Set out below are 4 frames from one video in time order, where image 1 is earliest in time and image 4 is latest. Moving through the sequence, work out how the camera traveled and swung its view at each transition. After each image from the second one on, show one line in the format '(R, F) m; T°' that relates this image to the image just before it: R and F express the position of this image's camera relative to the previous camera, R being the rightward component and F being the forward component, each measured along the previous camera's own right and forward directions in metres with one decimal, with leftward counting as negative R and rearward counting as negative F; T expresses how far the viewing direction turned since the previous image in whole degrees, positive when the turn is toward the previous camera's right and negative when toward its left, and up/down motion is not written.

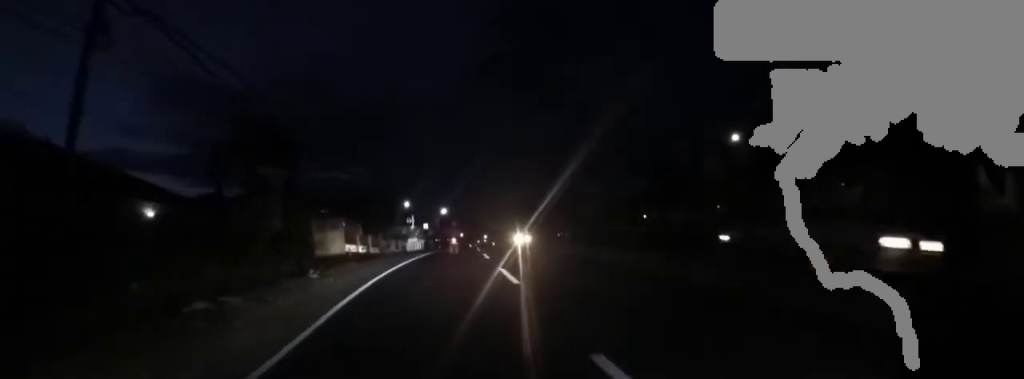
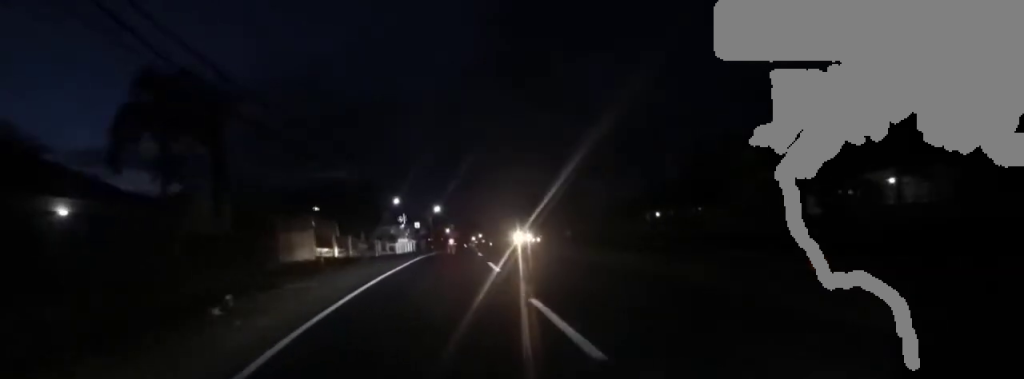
(+0.1, +4.9) m; -1°
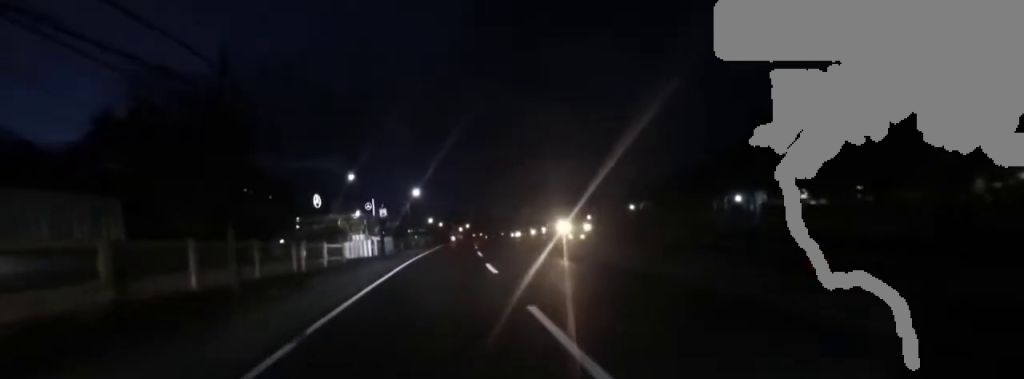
(-0.6, +16.6) m; 0°
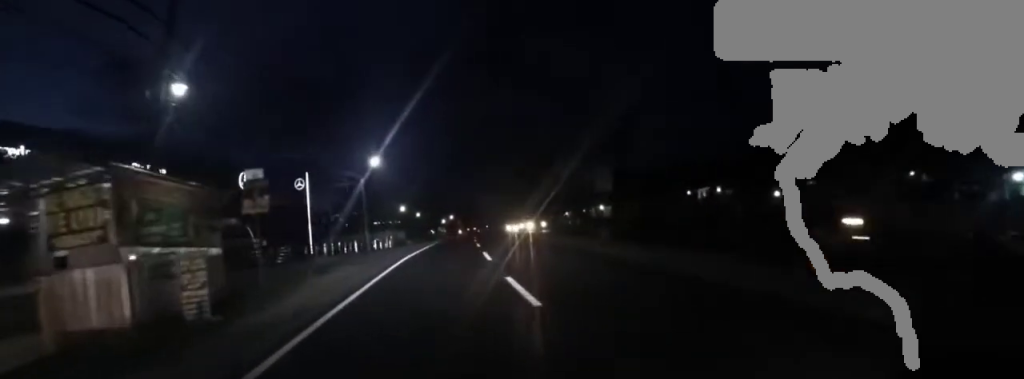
(+3.1, +20.5) m; +7°
